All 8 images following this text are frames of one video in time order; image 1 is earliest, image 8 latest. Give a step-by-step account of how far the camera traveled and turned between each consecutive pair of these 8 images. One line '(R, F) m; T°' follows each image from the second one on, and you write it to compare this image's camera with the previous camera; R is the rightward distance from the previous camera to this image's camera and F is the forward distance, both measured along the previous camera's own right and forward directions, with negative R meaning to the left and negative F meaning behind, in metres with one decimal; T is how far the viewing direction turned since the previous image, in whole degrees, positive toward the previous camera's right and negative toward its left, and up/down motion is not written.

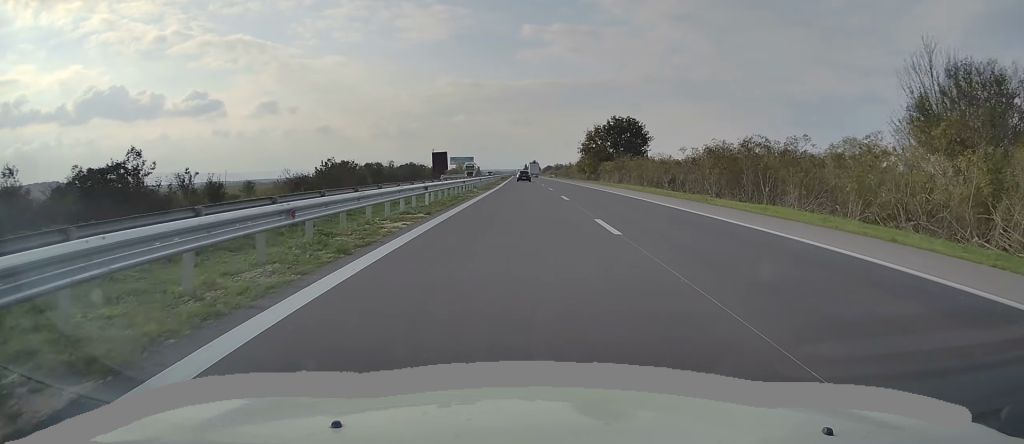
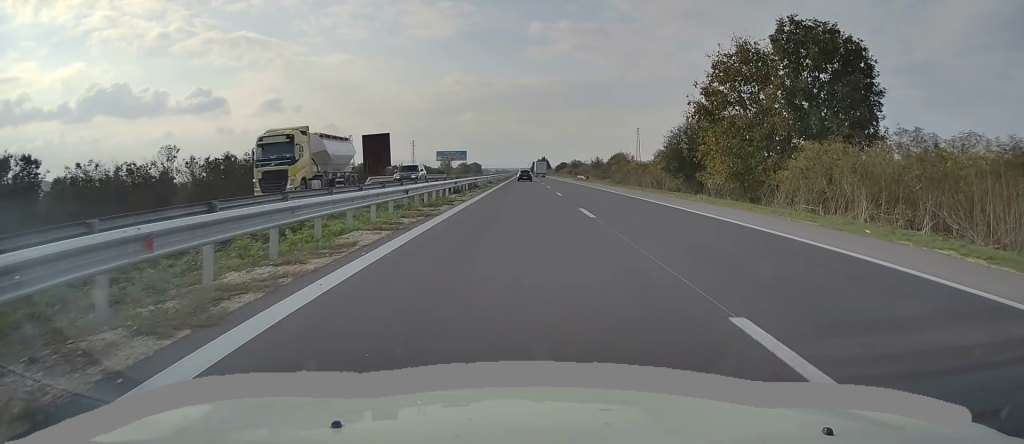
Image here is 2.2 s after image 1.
(-1.0, +75.3) m; -1°
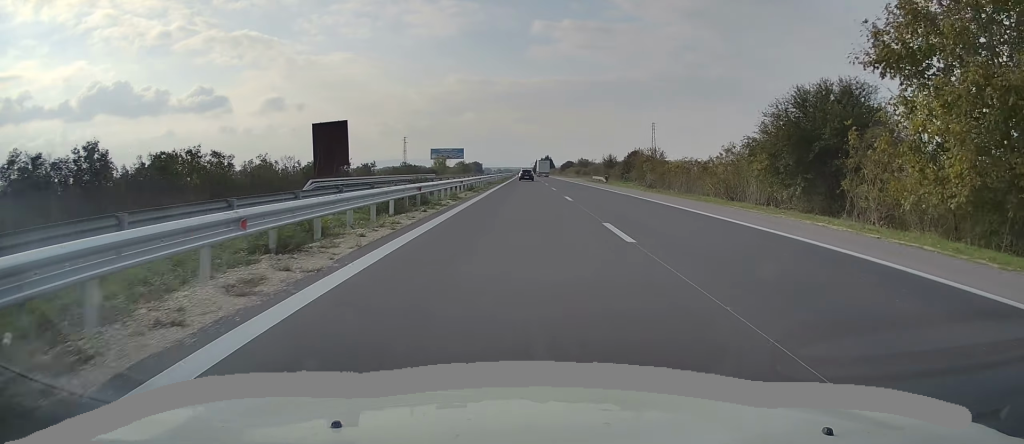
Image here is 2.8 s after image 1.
(-0.2, +22.1) m; 0°
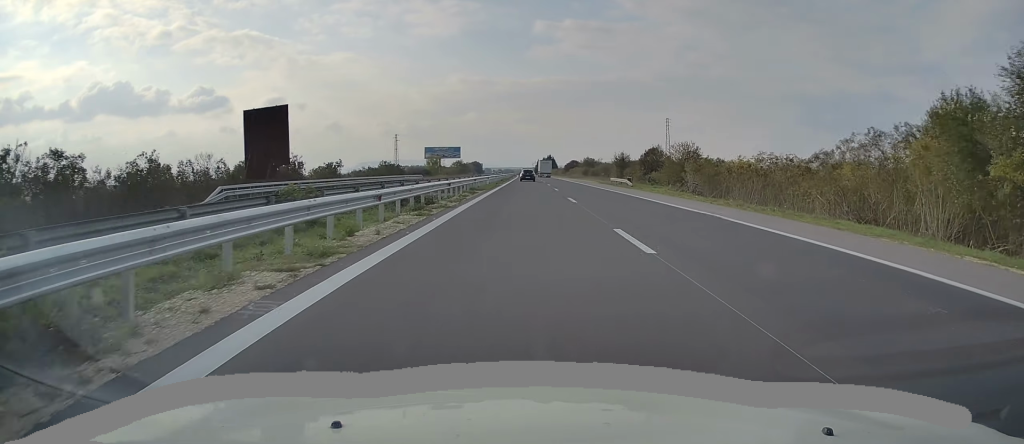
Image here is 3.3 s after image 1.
(+0.1, +17.5) m; 0°
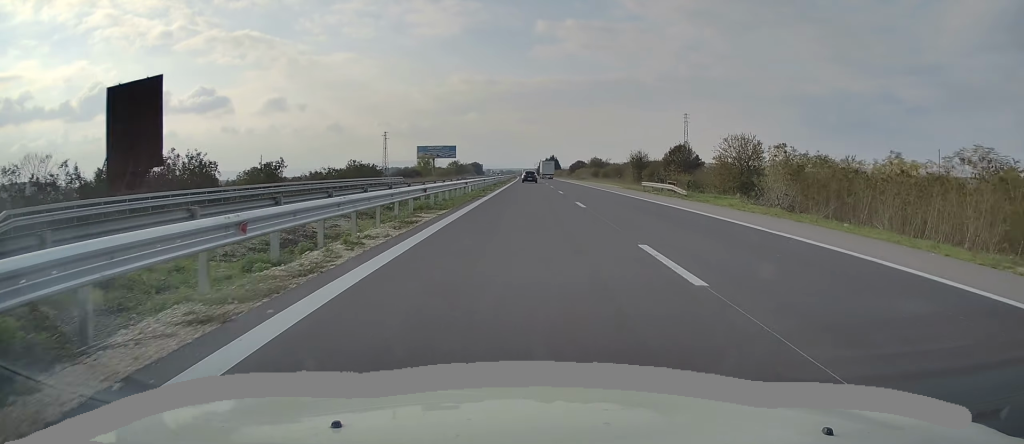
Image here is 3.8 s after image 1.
(+0.2, +18.7) m; 0°
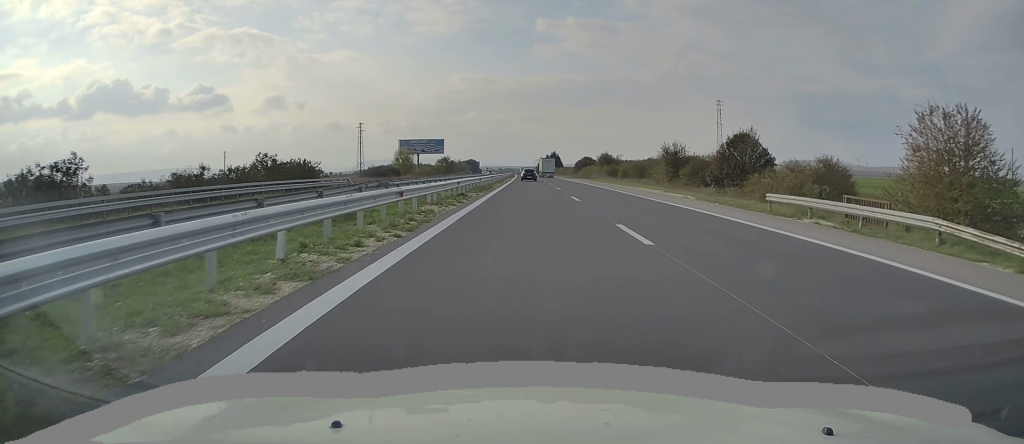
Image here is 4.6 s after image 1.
(-0.2, +28.1) m; -1°
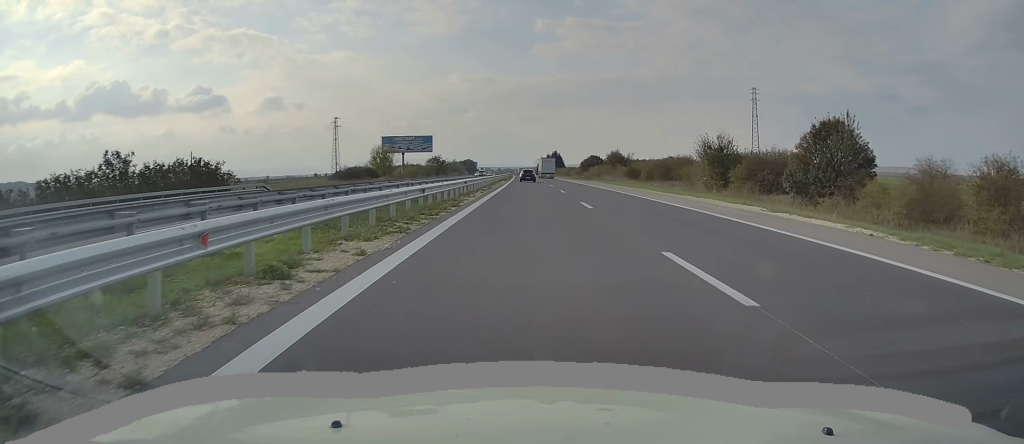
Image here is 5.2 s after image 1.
(-0.1, +21.1) m; 0°
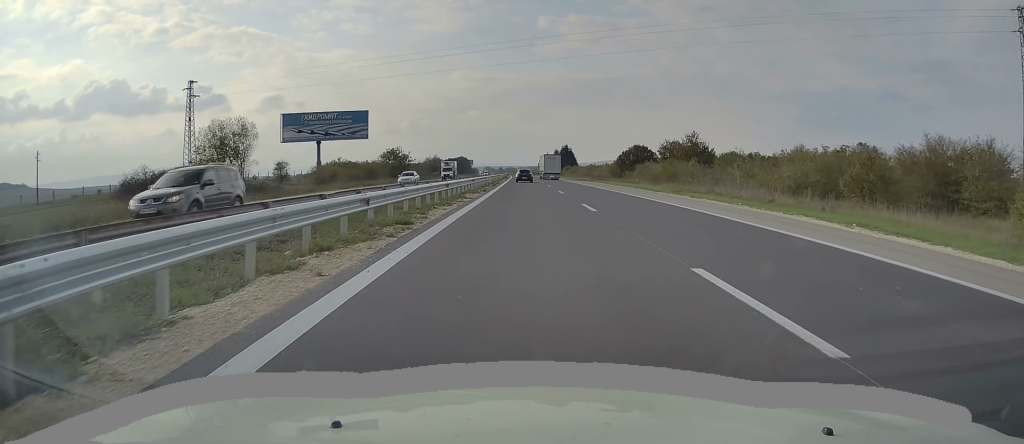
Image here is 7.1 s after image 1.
(0.0, +65.7) m; 0°
